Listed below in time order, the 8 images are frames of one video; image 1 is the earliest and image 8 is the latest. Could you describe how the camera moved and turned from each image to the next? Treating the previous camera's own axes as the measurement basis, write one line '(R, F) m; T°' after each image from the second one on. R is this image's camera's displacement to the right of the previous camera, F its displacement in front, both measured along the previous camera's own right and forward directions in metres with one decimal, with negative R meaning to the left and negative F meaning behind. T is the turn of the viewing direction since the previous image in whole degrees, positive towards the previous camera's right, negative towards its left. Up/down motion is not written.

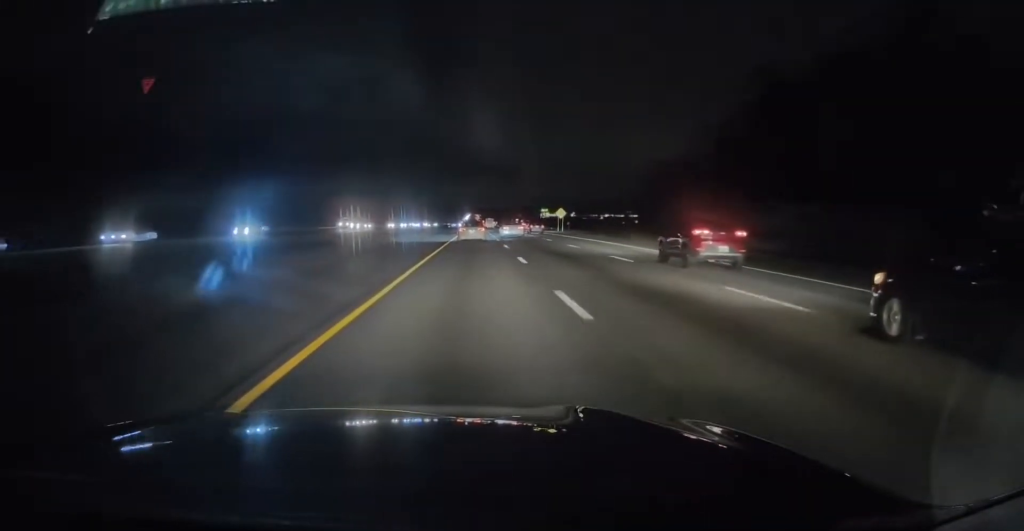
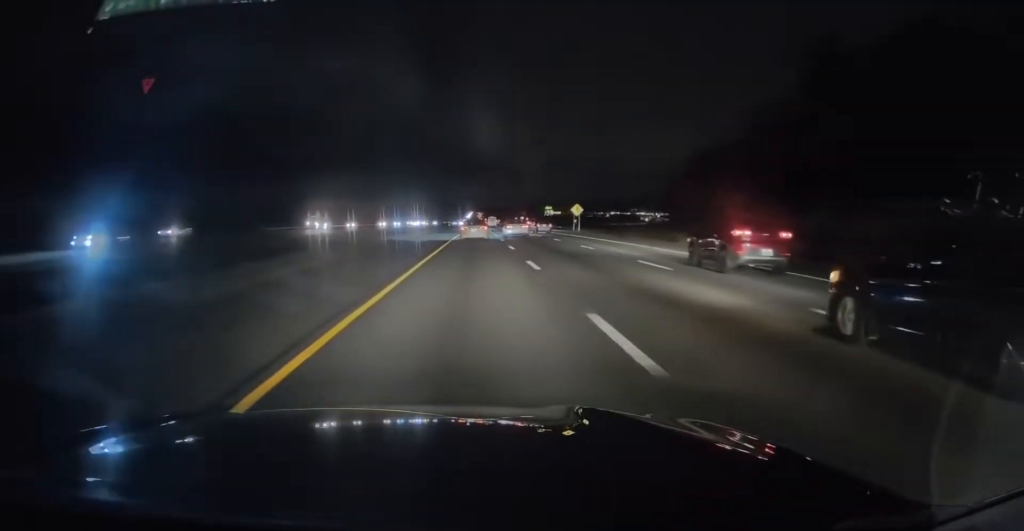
(0.0, +15.2) m; 0°
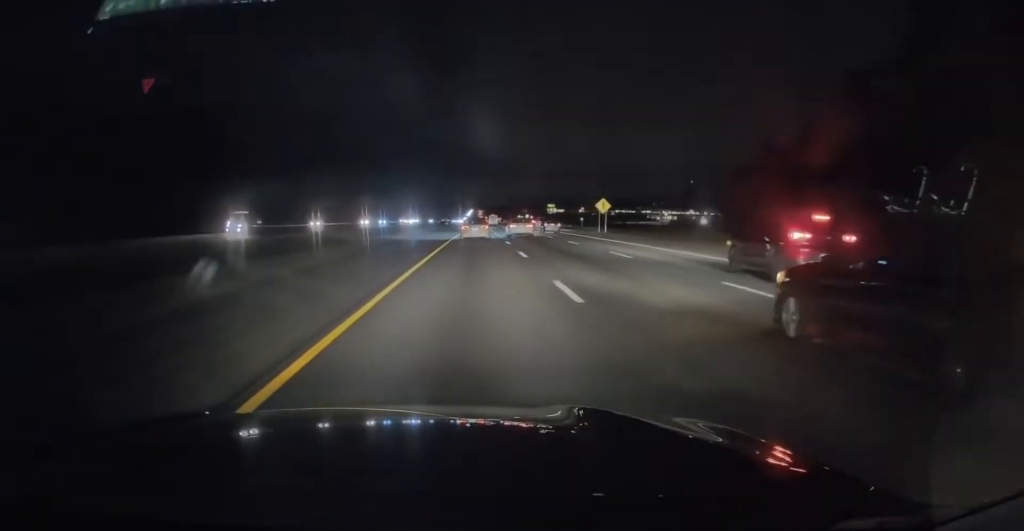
(0.0, +20.0) m; 0°
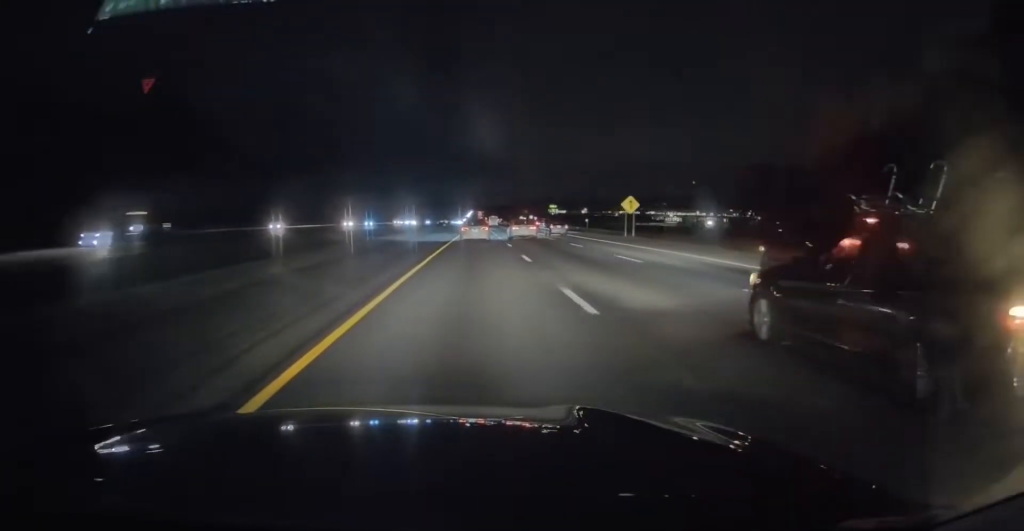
(0.0, +13.5) m; 0°
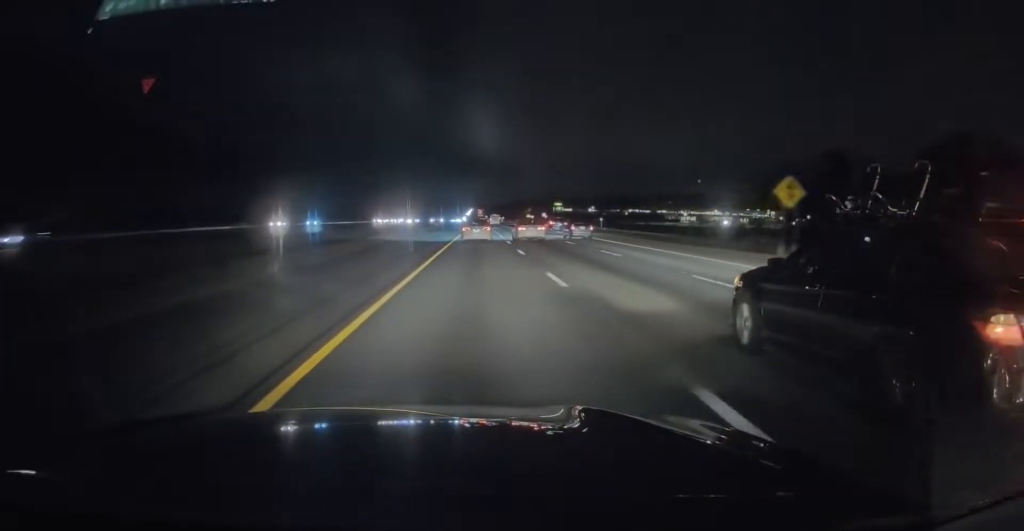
(0.0, +32.7) m; 0°
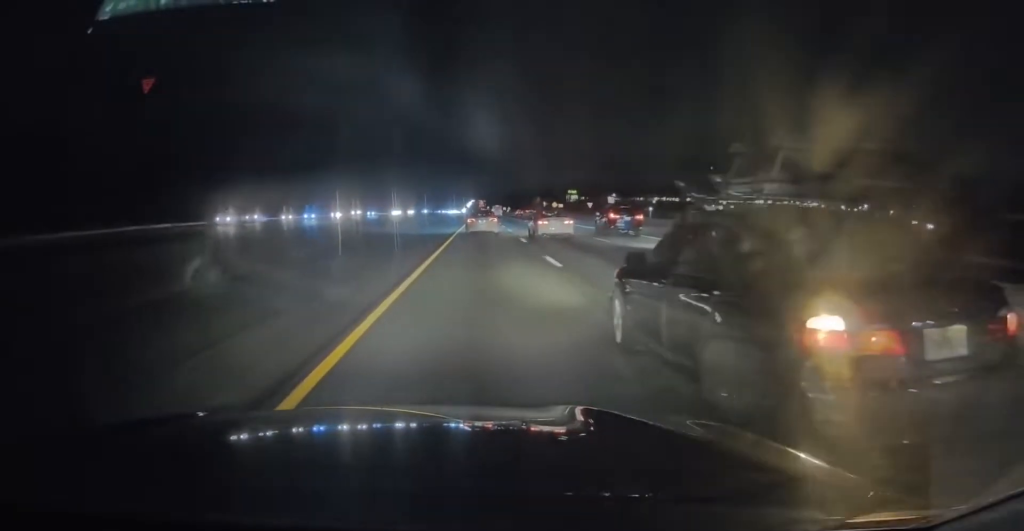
(+0.4, +70.0) m; 0°
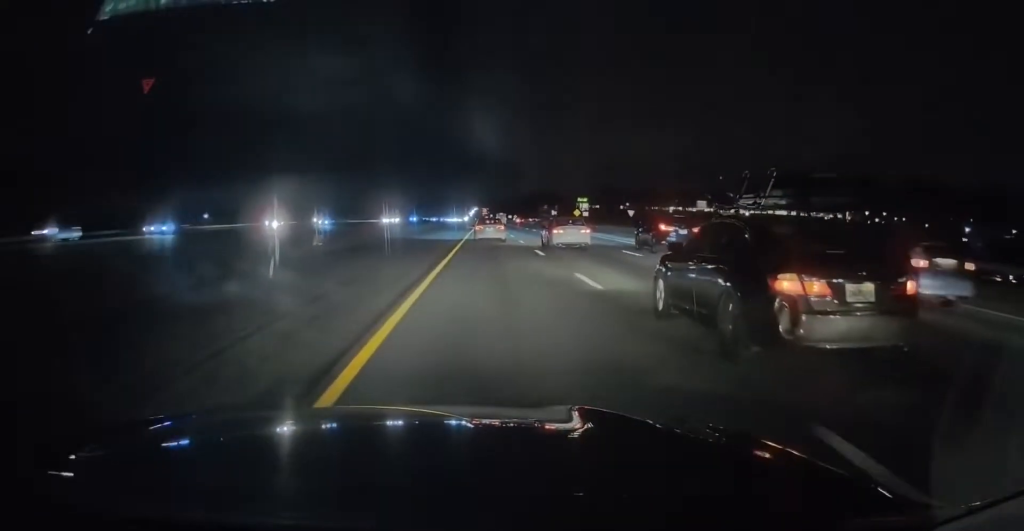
(-0.4, +29.5) m; 0°
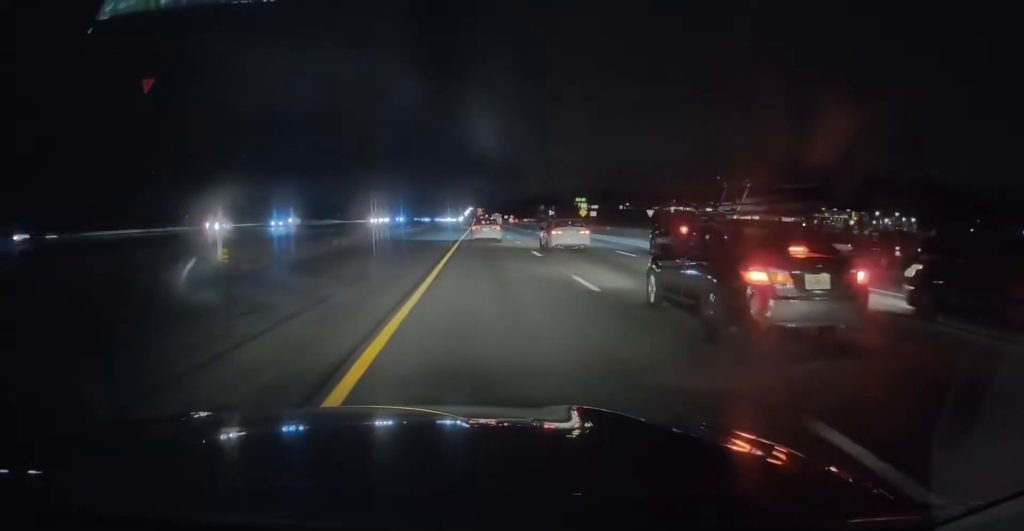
(-0.1, +12.4) m; +1°
